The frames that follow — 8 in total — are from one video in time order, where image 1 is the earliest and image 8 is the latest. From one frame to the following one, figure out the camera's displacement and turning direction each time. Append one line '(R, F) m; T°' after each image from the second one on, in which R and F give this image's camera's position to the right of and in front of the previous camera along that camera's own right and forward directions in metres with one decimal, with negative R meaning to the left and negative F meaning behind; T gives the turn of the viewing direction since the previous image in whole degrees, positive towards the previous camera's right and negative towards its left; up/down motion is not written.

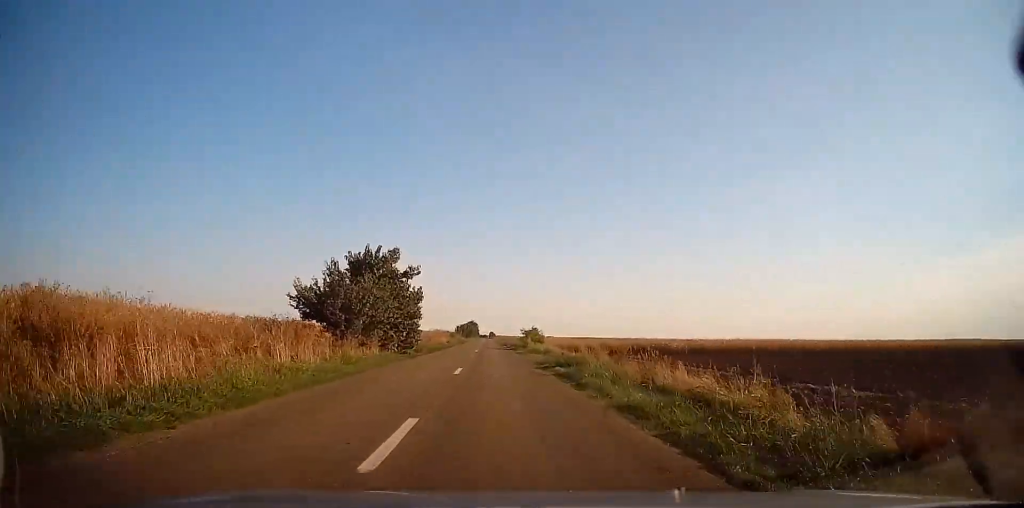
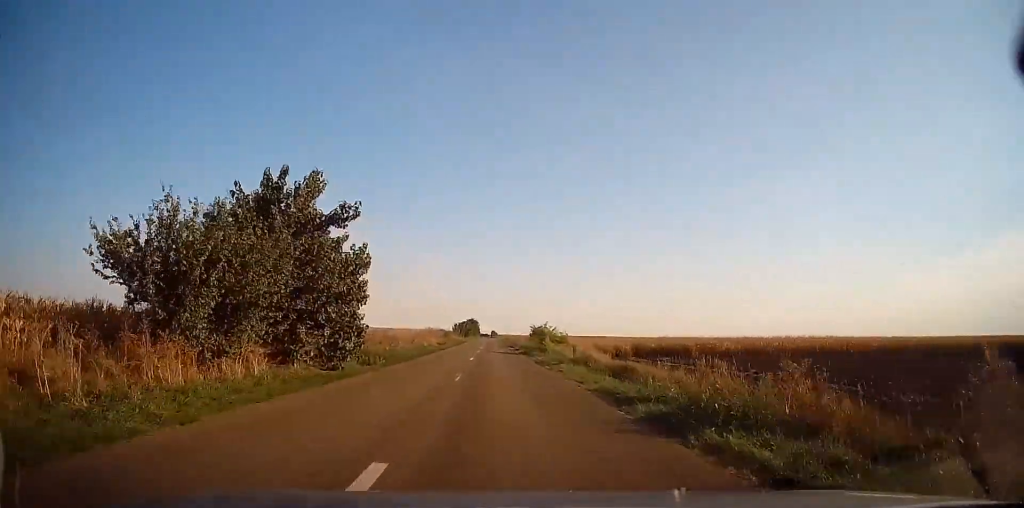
(0.0, +14.8) m; 0°
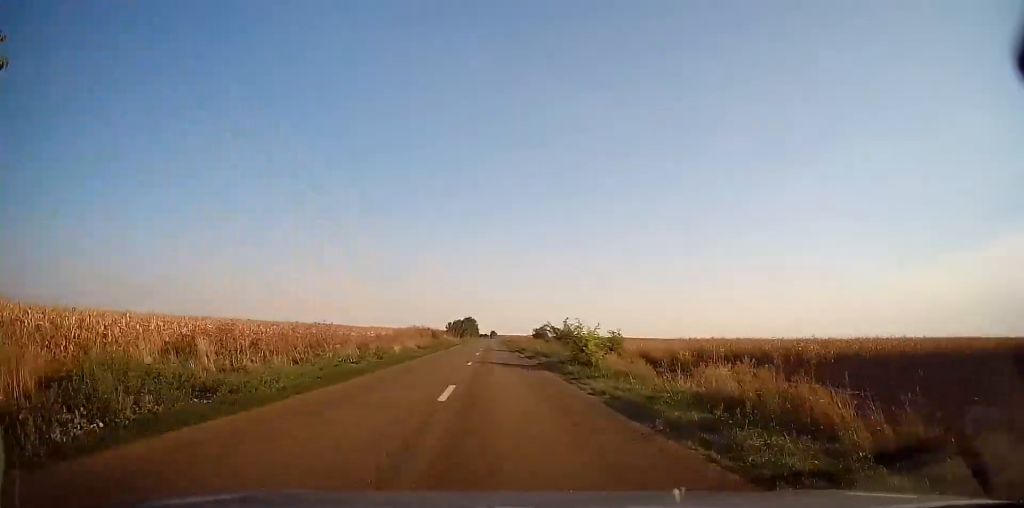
(-0.2, +16.4) m; 0°
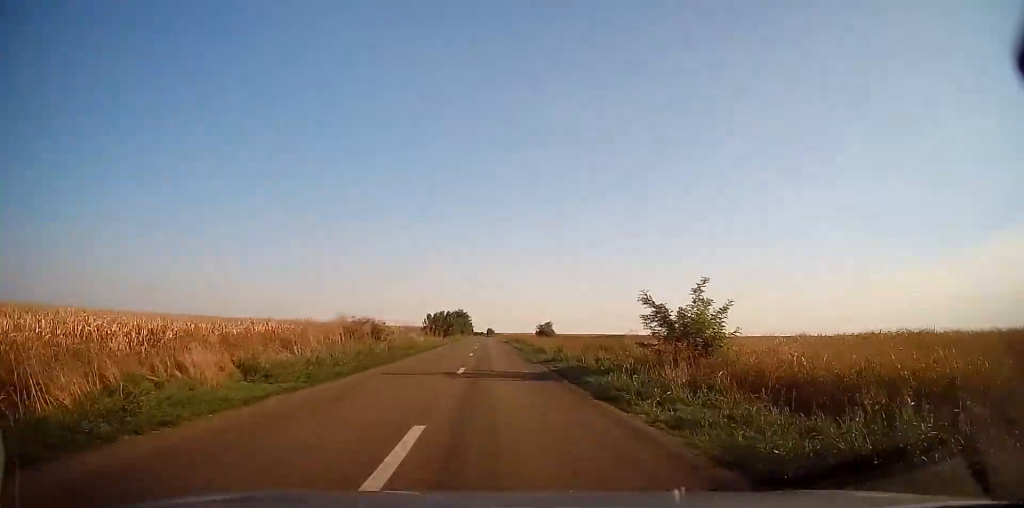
(+0.2, +30.5) m; +1°
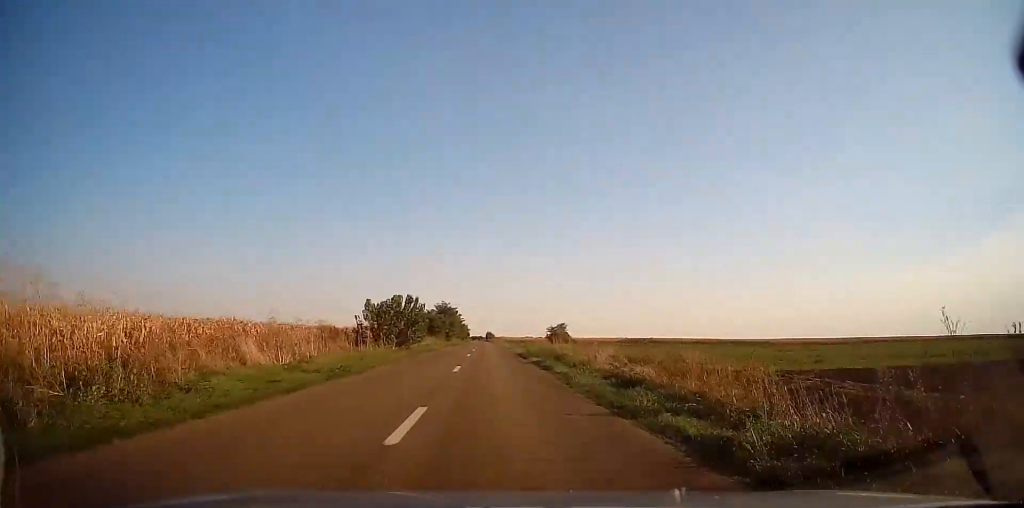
(+0.1, +35.0) m; 0°
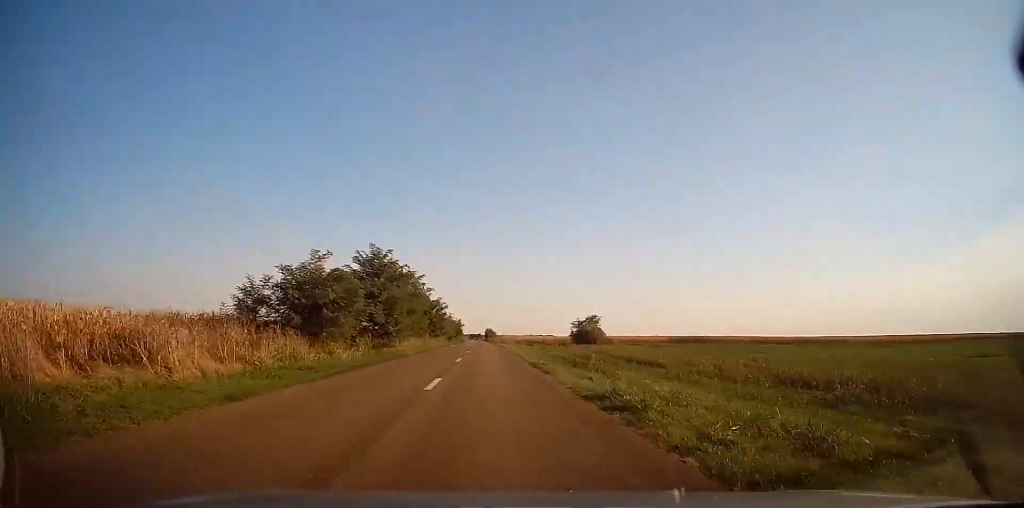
(0.0, +42.8) m; 0°
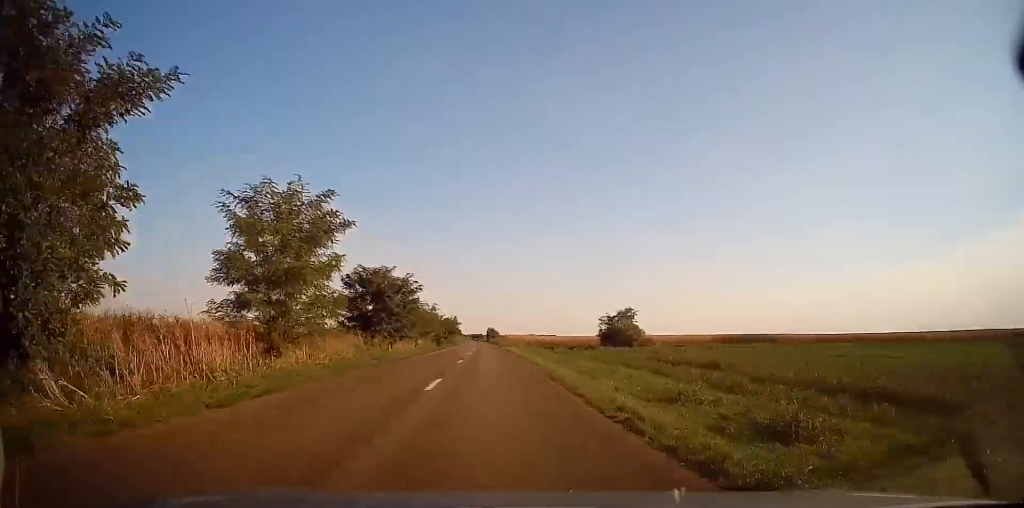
(0.0, +24.0) m; 0°
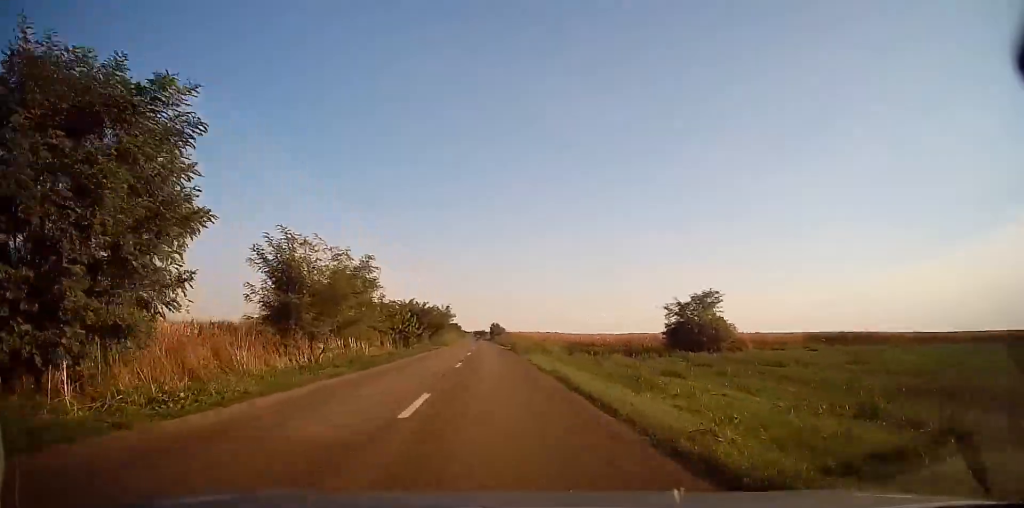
(+0.1, +28.6) m; -1°
